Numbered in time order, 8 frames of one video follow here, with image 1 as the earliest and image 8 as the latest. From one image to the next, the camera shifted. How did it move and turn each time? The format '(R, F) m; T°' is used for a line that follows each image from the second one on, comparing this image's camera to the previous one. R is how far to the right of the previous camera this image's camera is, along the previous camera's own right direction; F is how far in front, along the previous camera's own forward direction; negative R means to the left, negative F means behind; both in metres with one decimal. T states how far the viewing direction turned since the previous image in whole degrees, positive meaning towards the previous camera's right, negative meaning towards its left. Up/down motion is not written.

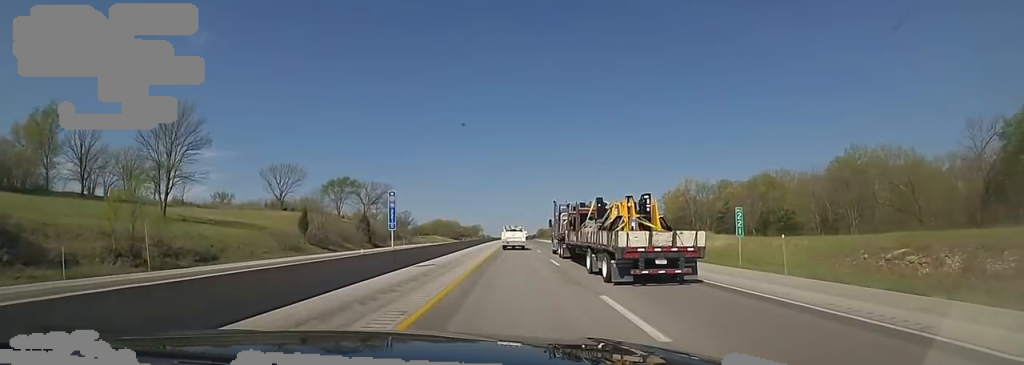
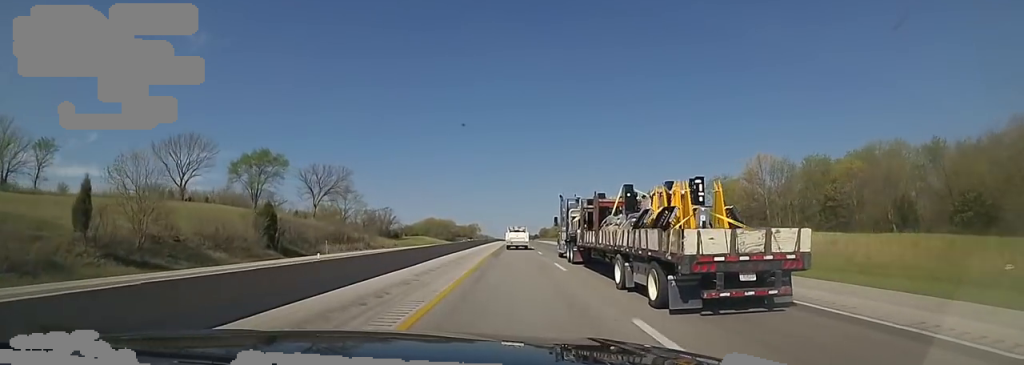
(0.0, +33.6) m; 0°
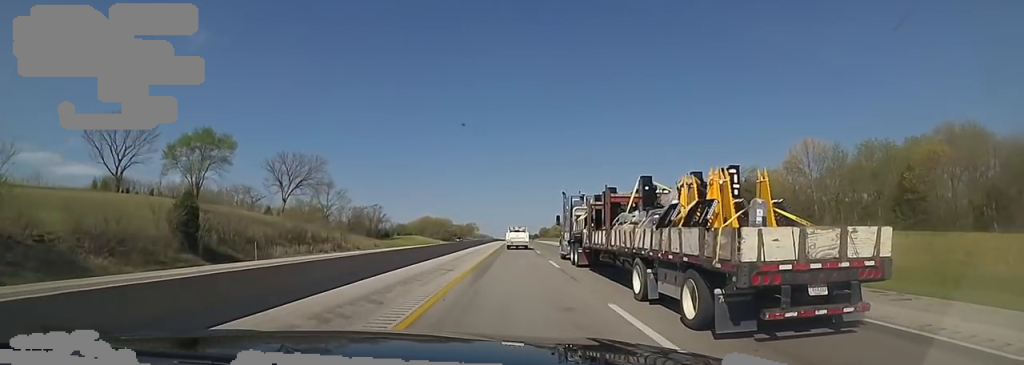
(0.0, +13.5) m; 0°
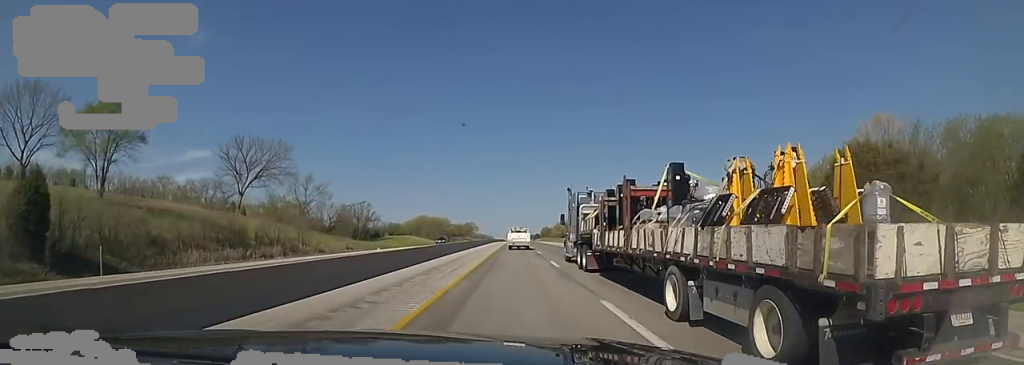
(0.0, +14.6) m; 0°
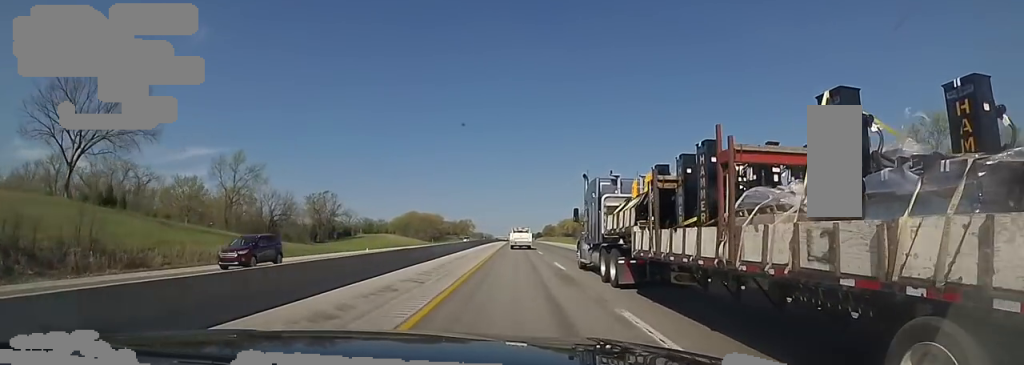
(0.0, +31.6) m; 0°
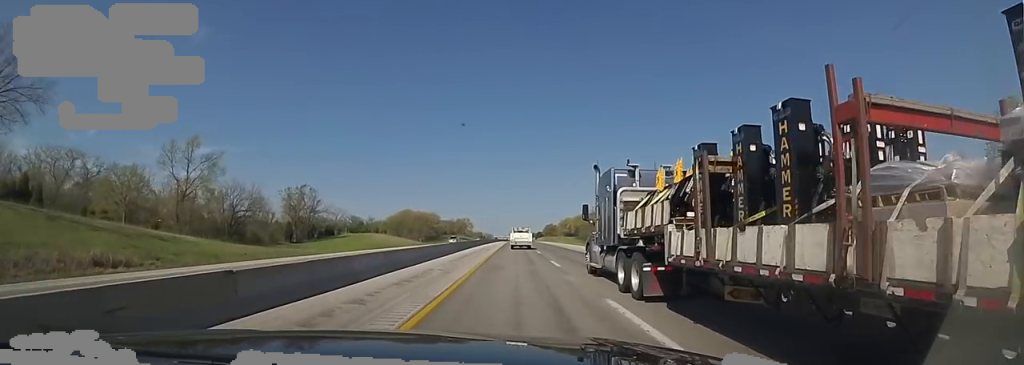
(0.0, +13.6) m; 0°
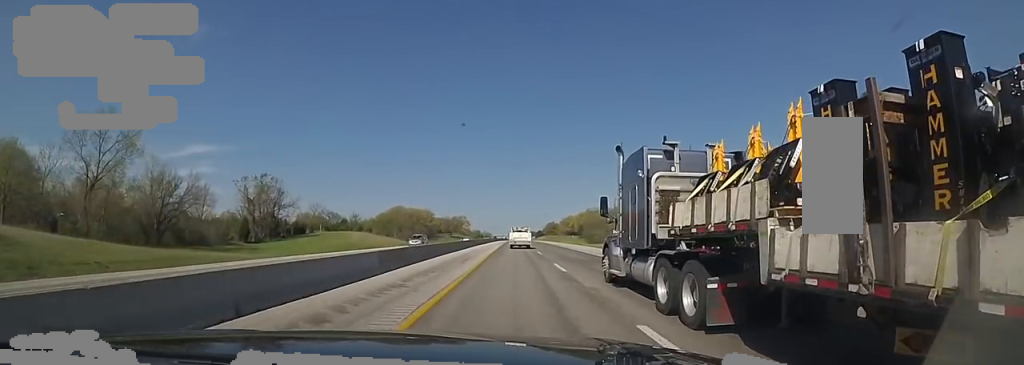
(0.0, +18.3) m; 0°
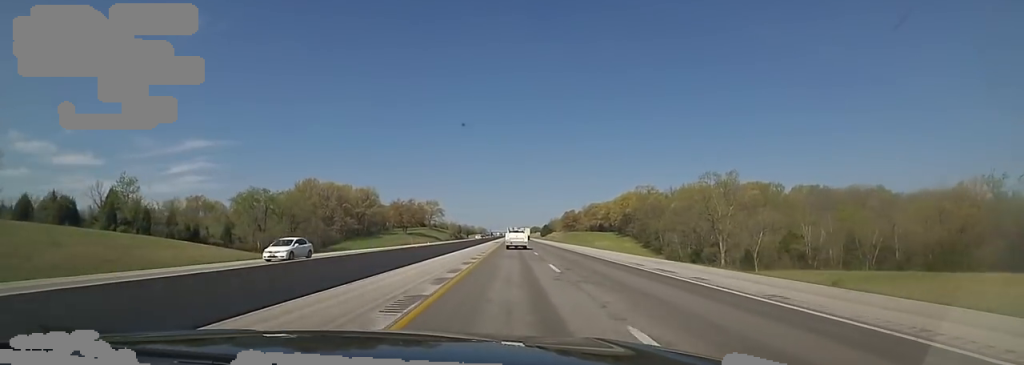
(+0.2, +107.5) m; -2°
